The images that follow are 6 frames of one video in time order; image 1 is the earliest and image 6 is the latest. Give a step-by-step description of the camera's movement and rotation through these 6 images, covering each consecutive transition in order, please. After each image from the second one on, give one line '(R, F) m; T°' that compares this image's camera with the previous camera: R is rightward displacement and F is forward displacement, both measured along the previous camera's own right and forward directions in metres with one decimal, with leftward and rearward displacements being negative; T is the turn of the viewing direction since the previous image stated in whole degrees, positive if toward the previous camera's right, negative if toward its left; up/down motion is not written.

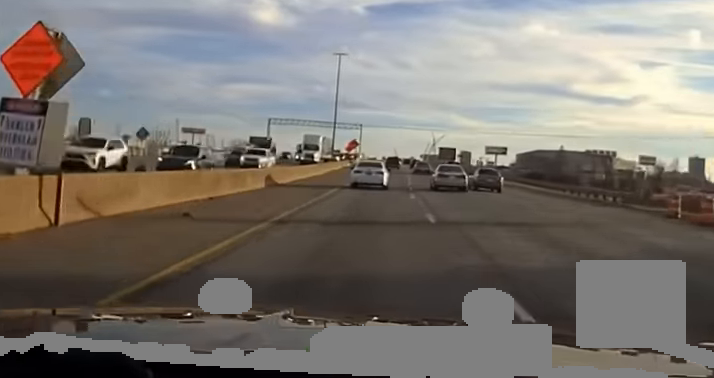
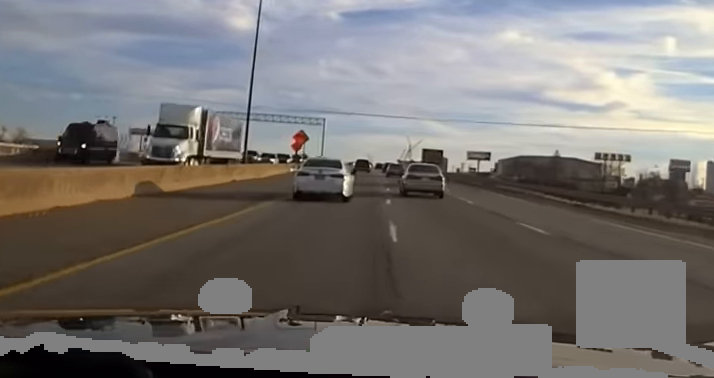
(0.0, +37.2) m; 0°
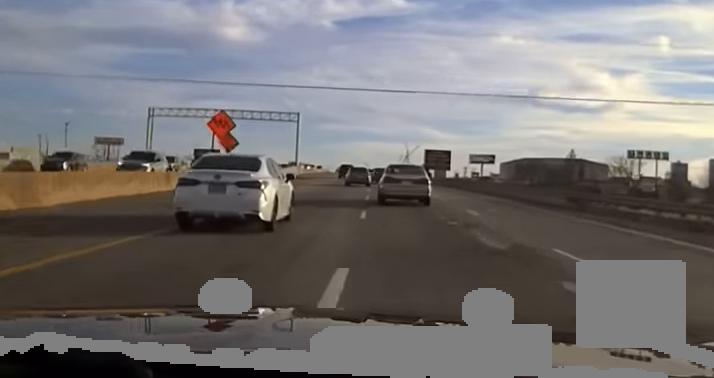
(+0.2, +32.3) m; 0°
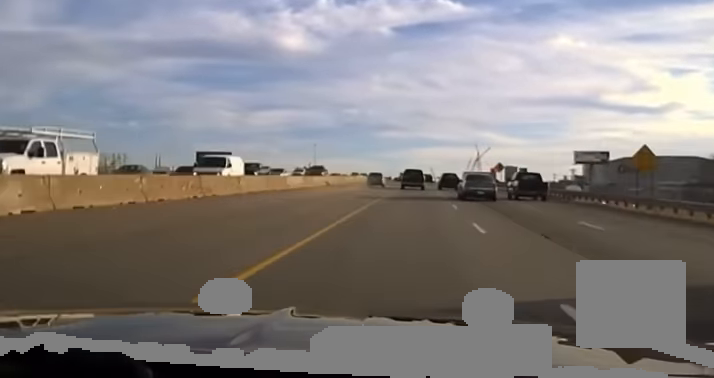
(-4.8, +122.8) m; -3°
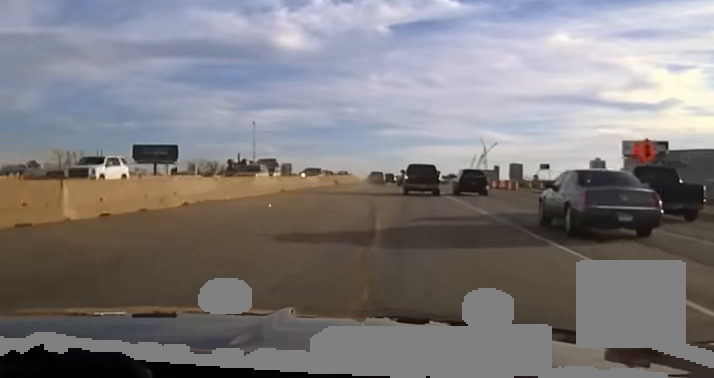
(+0.2, +62.1) m; 0°
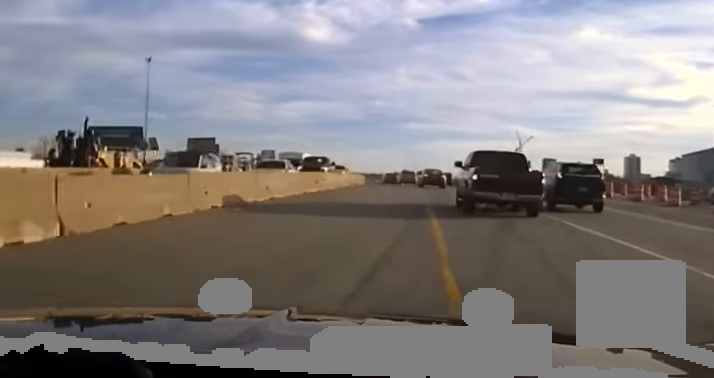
(-0.6, +47.6) m; -2°
